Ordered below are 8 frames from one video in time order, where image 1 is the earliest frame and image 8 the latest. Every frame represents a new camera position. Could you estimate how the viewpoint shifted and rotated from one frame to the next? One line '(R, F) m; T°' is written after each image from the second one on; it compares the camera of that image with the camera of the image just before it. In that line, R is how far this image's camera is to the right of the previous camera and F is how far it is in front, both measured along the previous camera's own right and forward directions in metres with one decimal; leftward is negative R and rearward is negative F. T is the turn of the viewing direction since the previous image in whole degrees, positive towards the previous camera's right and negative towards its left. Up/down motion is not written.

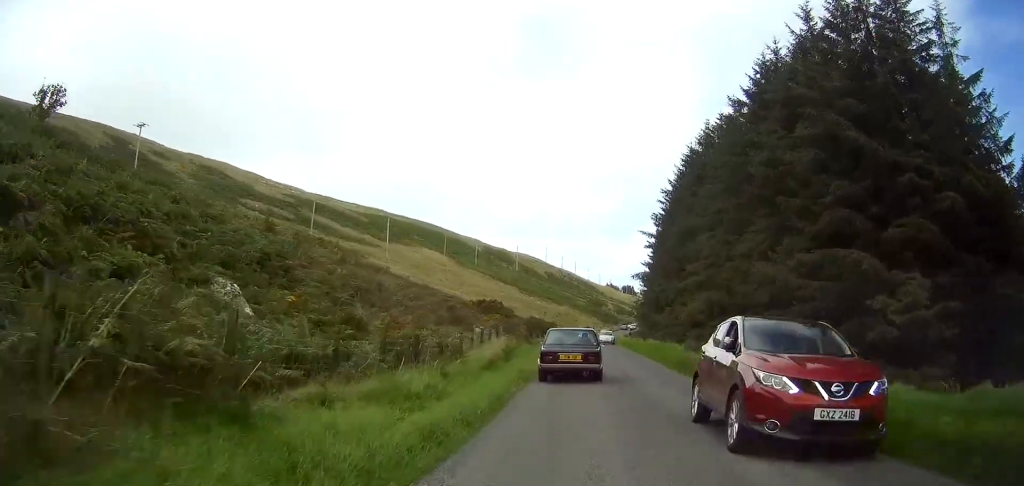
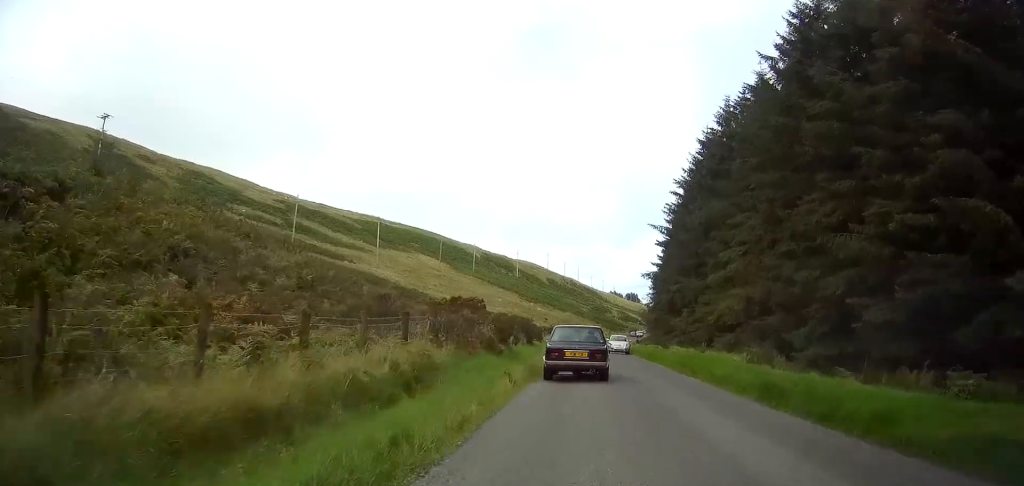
(0.0, +11.7) m; 0°
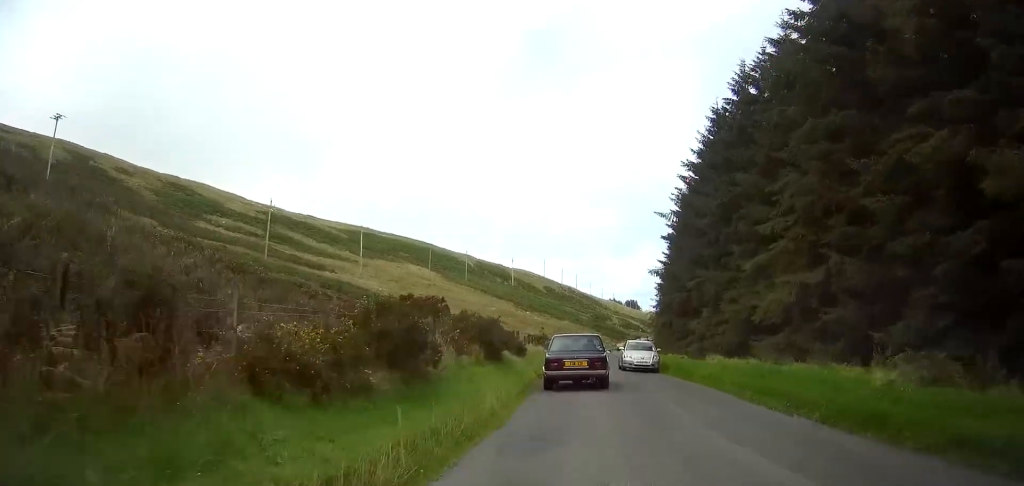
(0.0, +11.4) m; 0°
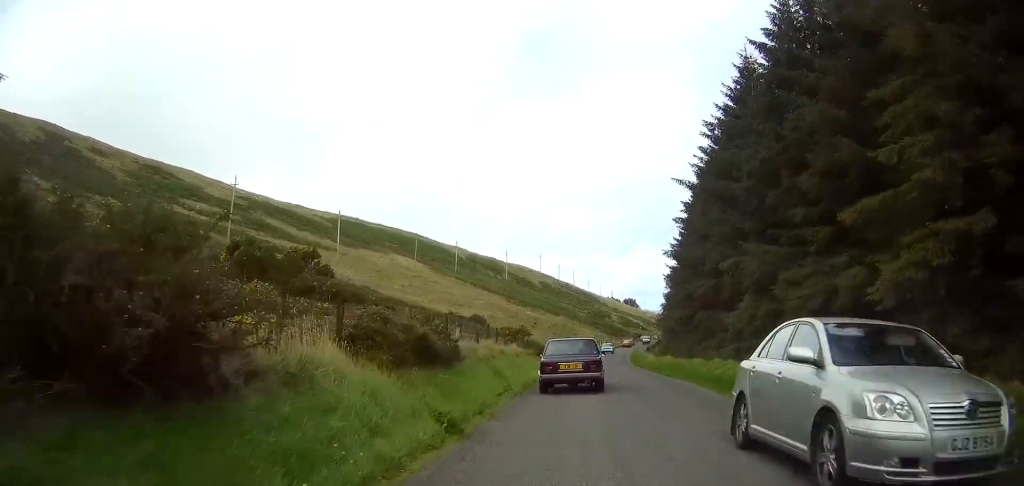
(0.0, +14.8) m; 0°
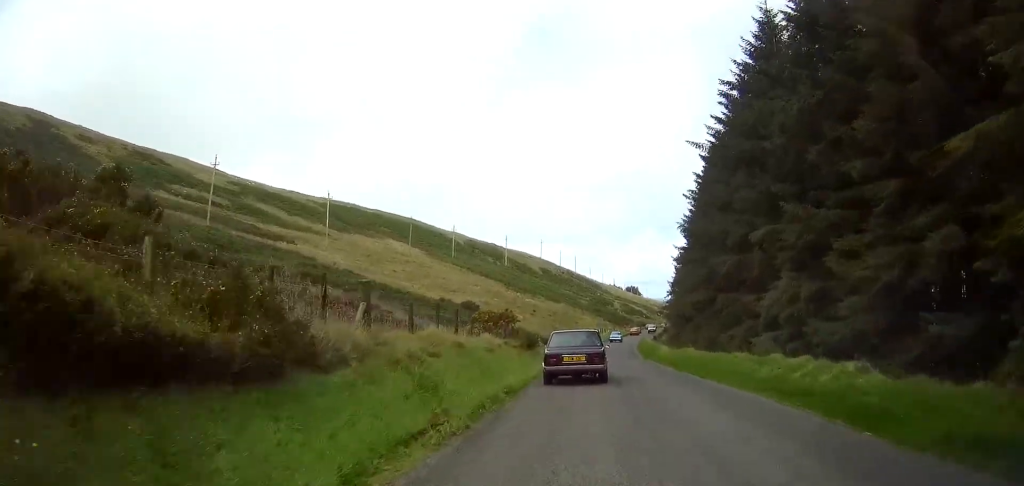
(0.0, +7.8) m; 0°
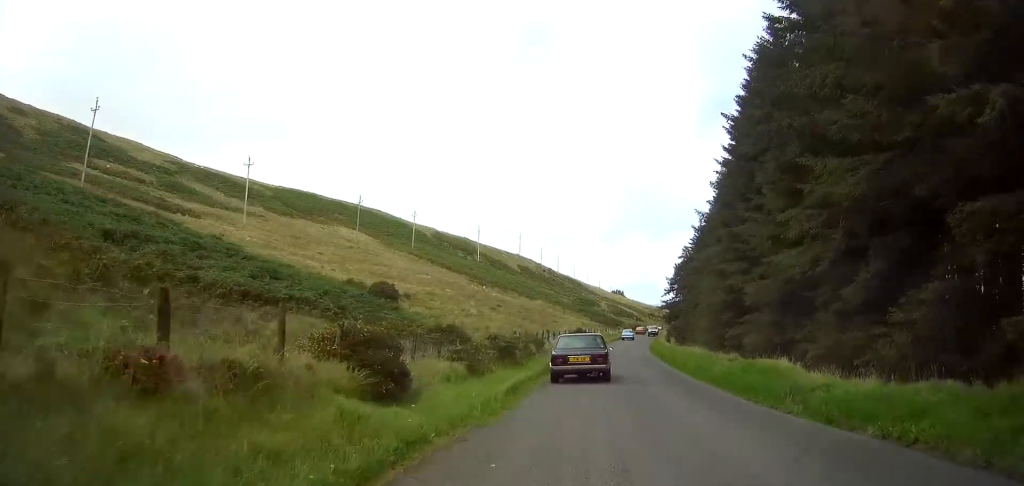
(+0.4, +31.2) m; +2°
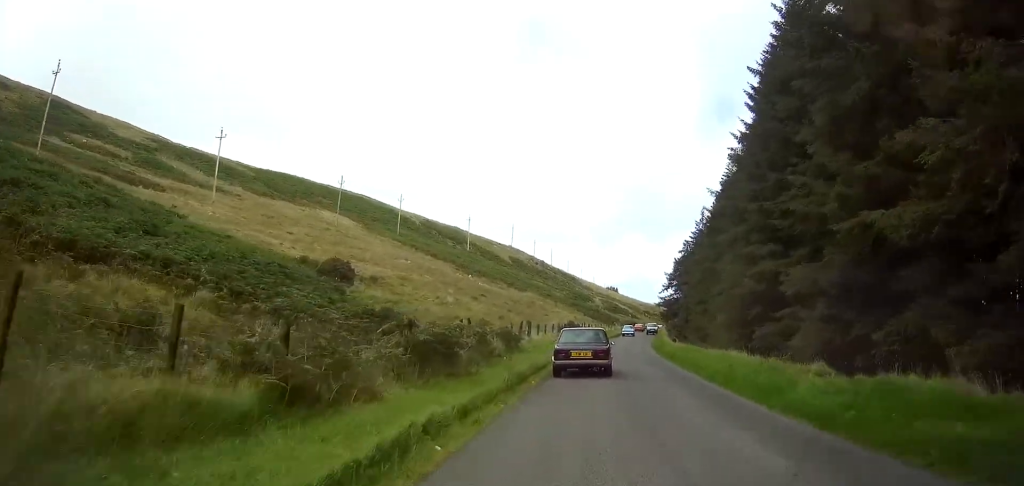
(+0.1, +9.5) m; +1°
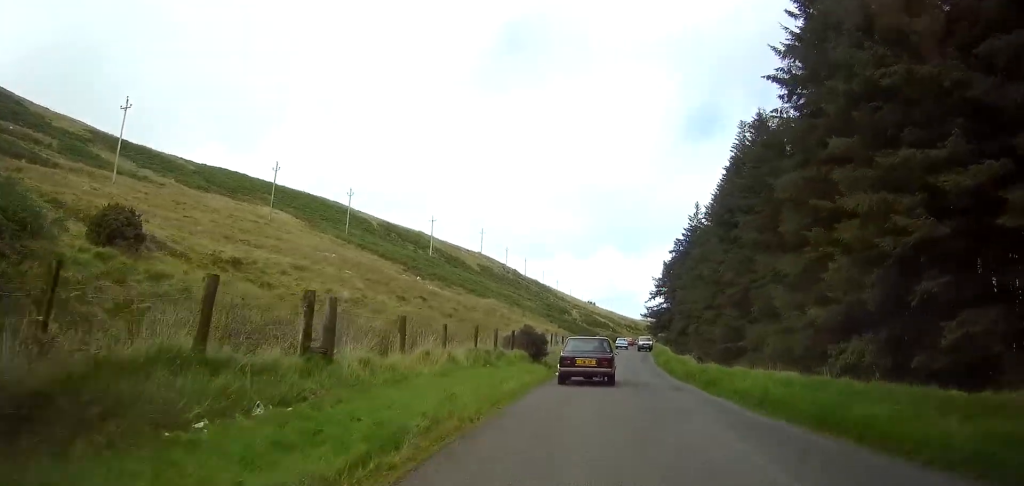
(+0.3, +21.8) m; +2°
